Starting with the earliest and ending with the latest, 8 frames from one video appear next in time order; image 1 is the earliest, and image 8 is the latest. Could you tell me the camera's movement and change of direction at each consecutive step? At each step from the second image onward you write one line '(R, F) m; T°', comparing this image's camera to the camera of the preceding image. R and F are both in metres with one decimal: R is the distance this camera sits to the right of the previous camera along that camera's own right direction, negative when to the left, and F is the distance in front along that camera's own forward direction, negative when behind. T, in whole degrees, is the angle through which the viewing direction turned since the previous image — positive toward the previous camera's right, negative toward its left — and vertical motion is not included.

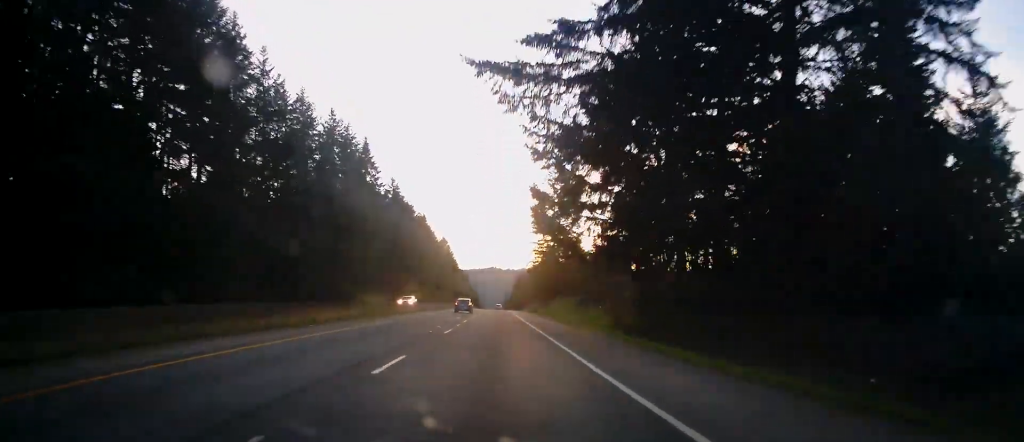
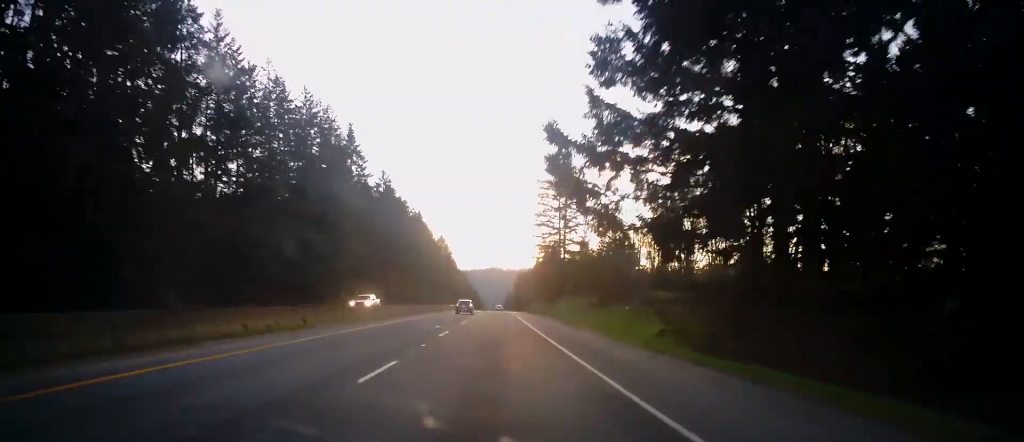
(0.0, +13.0) m; 0°
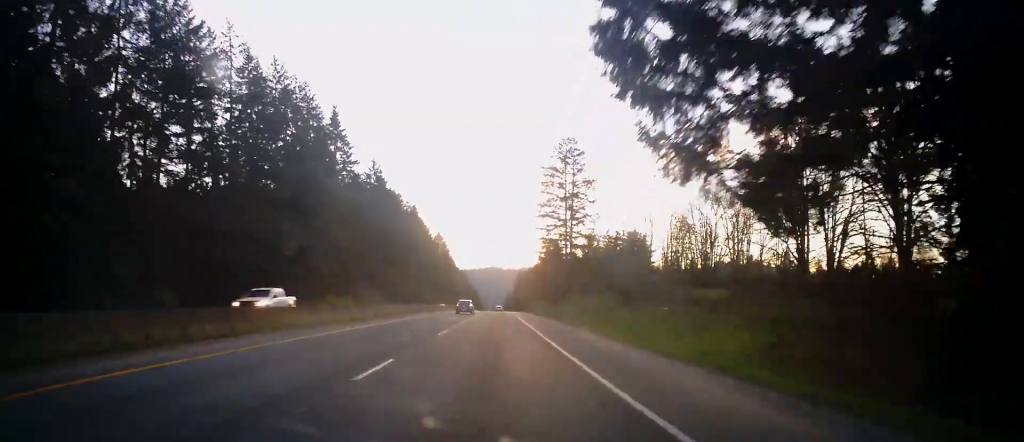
(-0.1, +12.0) m; 0°
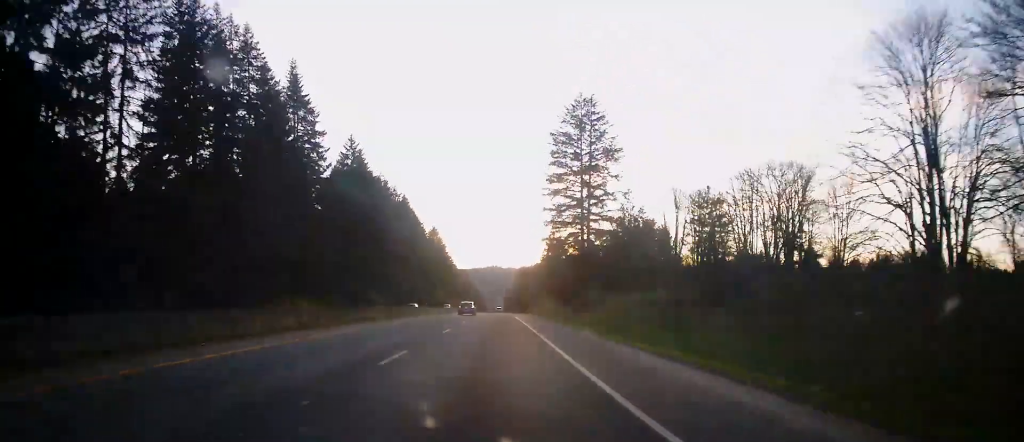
(+0.4, +22.2) m; 0°
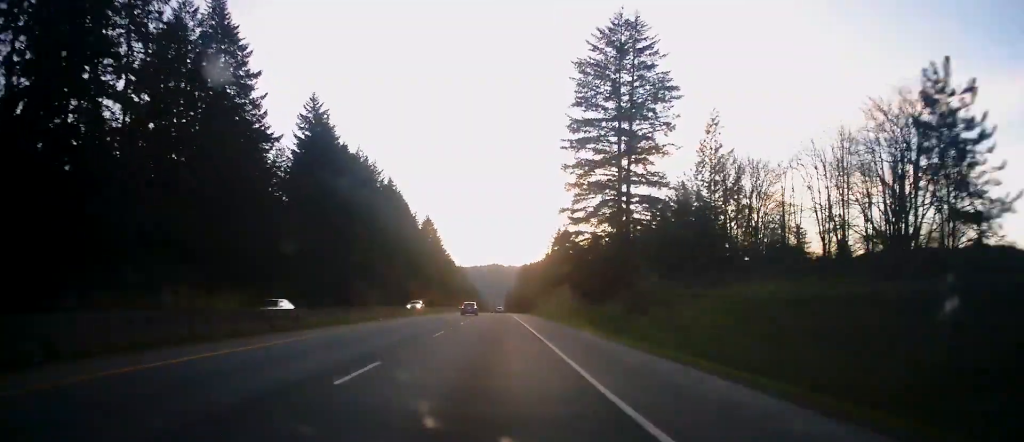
(-0.3, +27.5) m; -1°
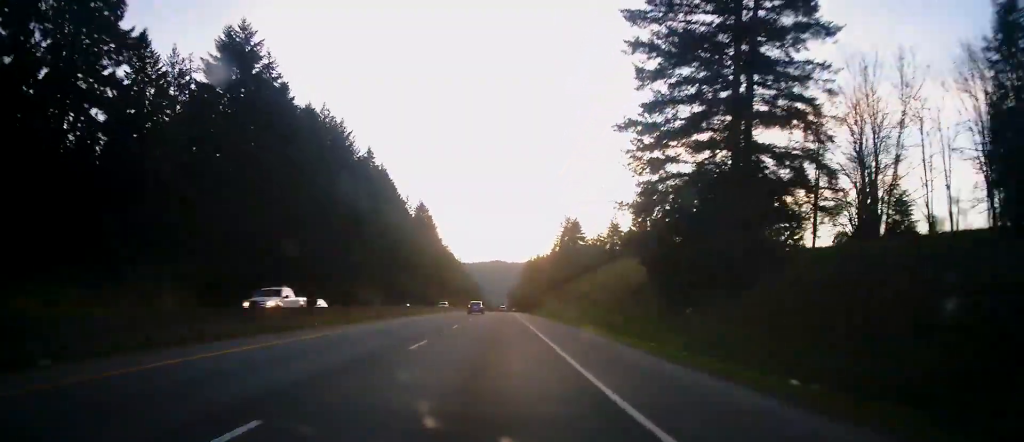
(-0.4, +30.7) m; -1°
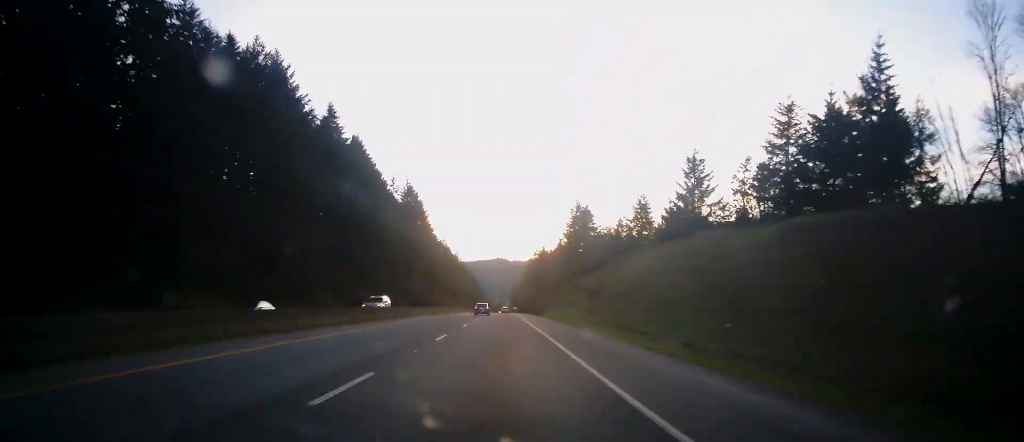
(0.0, +32.4) m; 0°
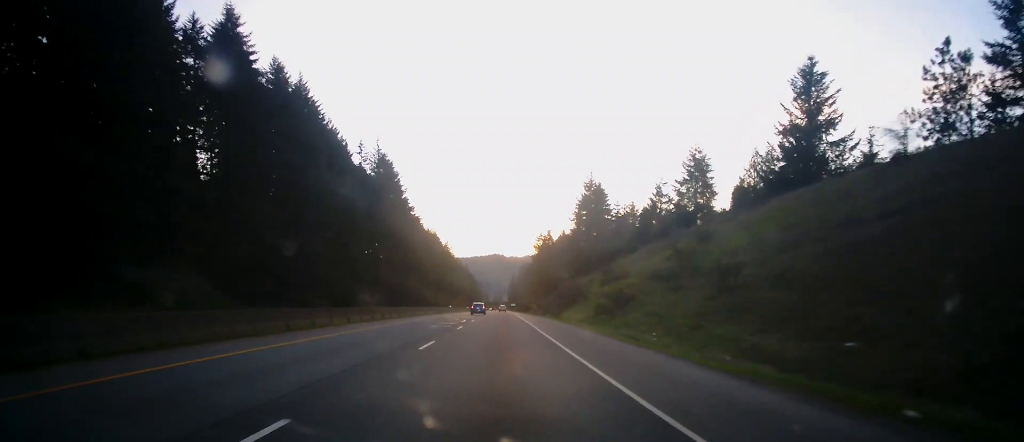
(+0.3, +40.5) m; 0°
